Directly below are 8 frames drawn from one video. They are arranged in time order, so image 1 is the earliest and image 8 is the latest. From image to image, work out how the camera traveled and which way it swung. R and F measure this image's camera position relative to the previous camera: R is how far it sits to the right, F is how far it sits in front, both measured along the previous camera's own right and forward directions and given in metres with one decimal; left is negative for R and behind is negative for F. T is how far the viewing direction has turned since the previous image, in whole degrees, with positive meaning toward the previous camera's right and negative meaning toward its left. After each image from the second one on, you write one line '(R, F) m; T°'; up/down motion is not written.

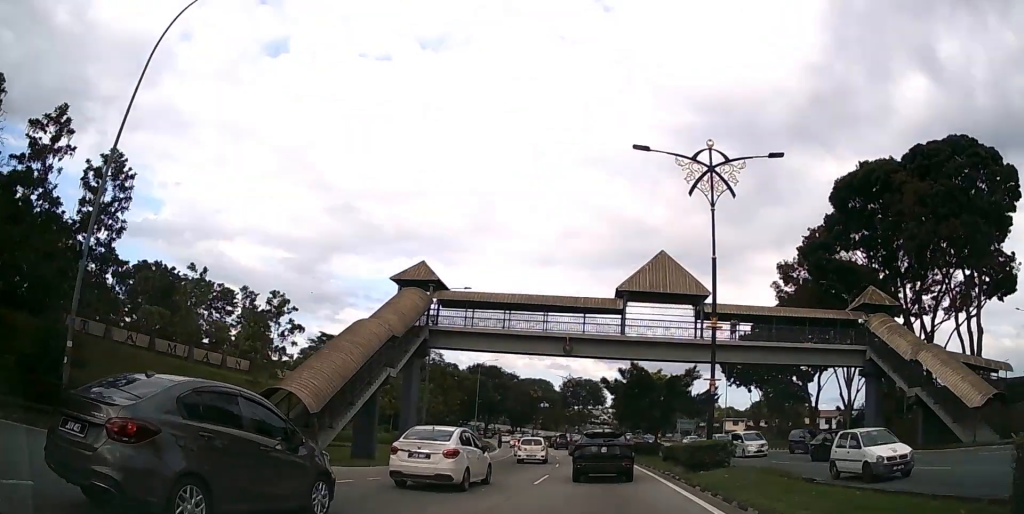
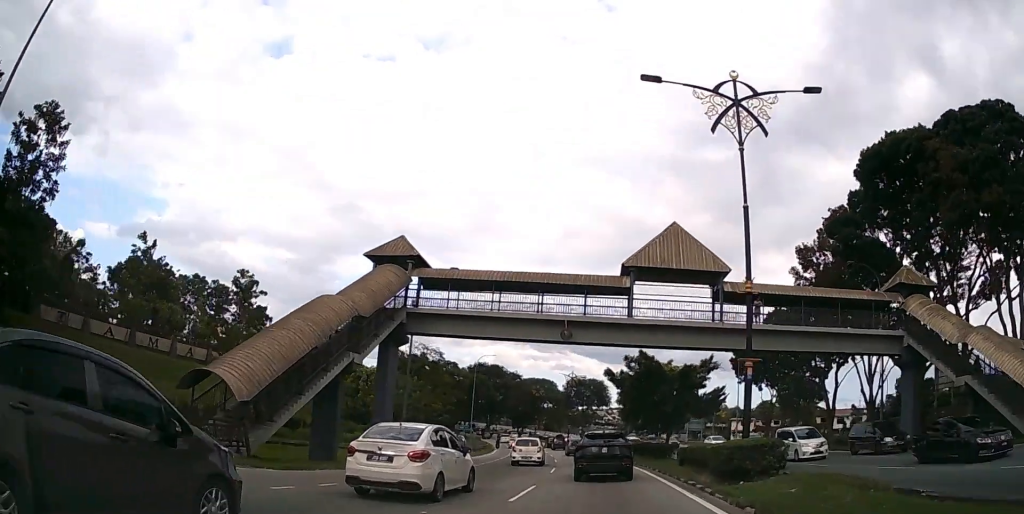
(0.0, +4.4) m; 0°
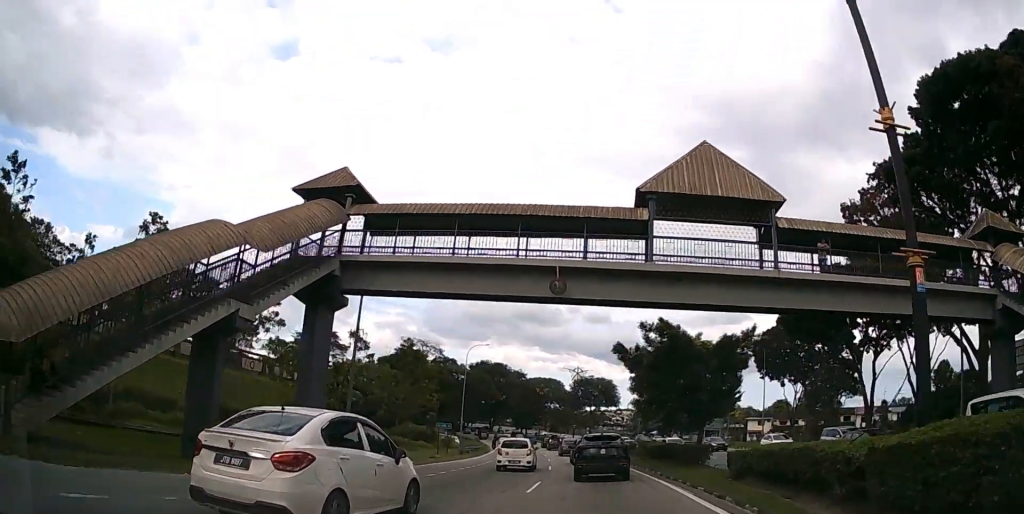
(-0.1, +8.9) m; -1°
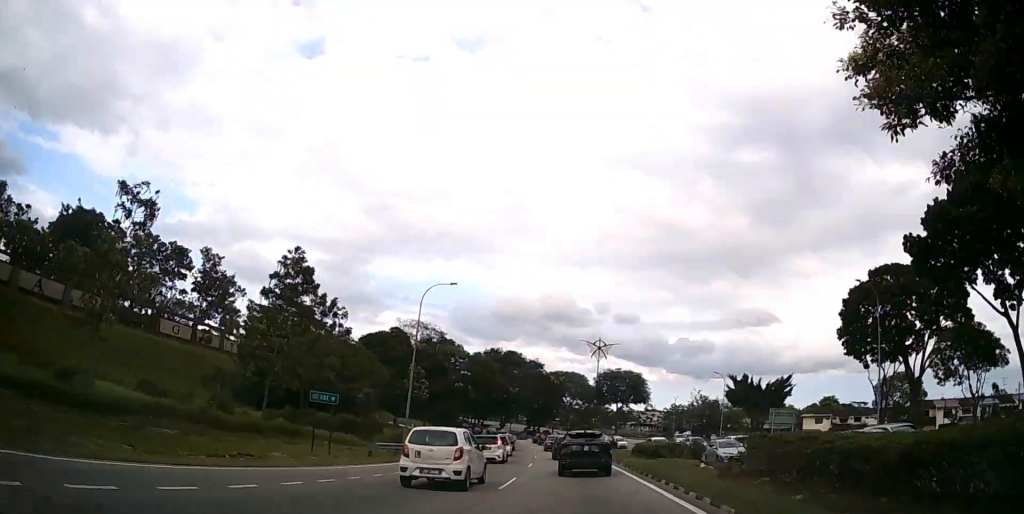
(-0.5, +24.1) m; -2°
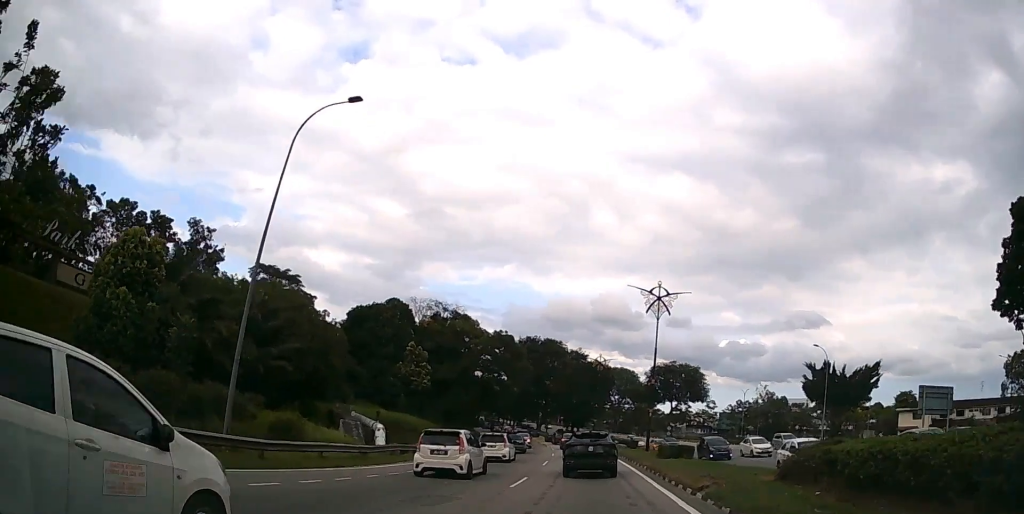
(-0.9, +23.4) m; -5°
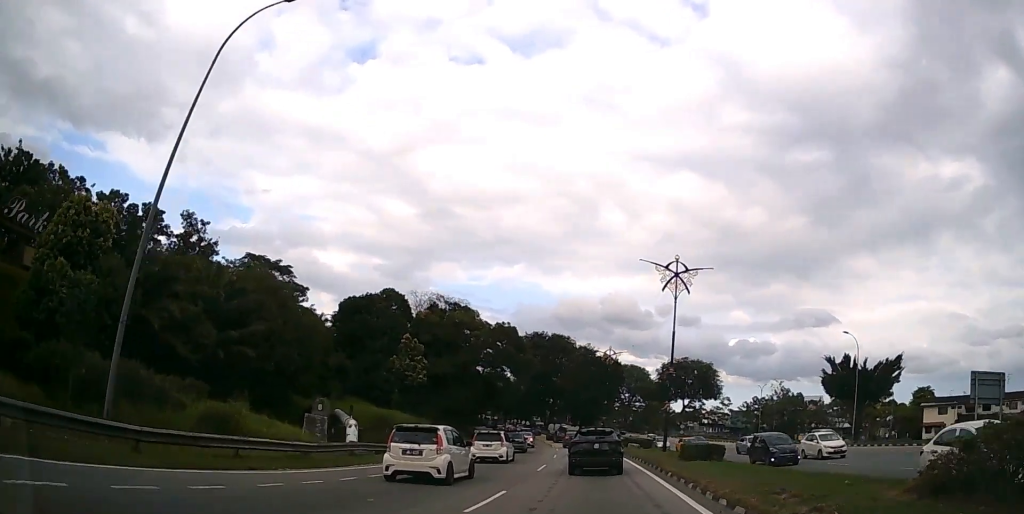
(-0.1, +5.7) m; -1°
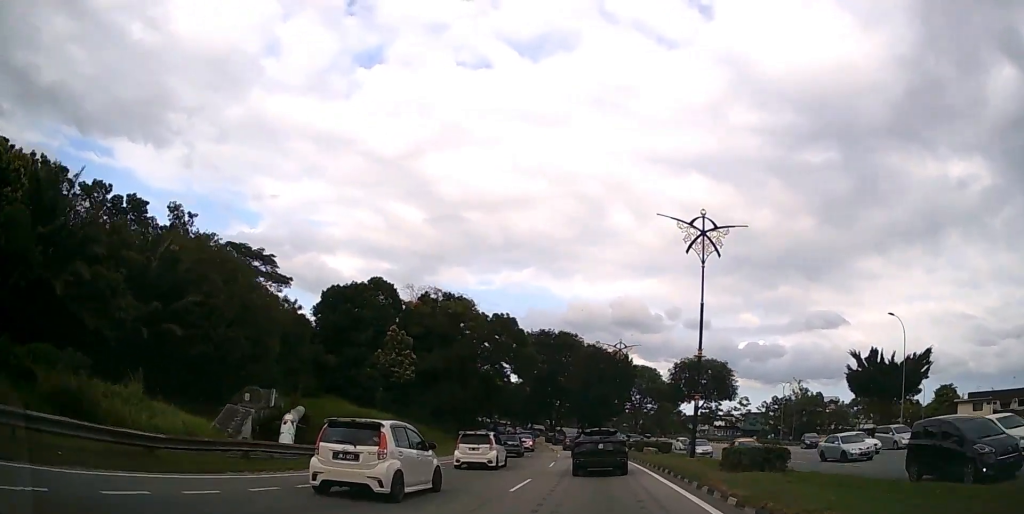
(-0.1, +7.7) m; -1°
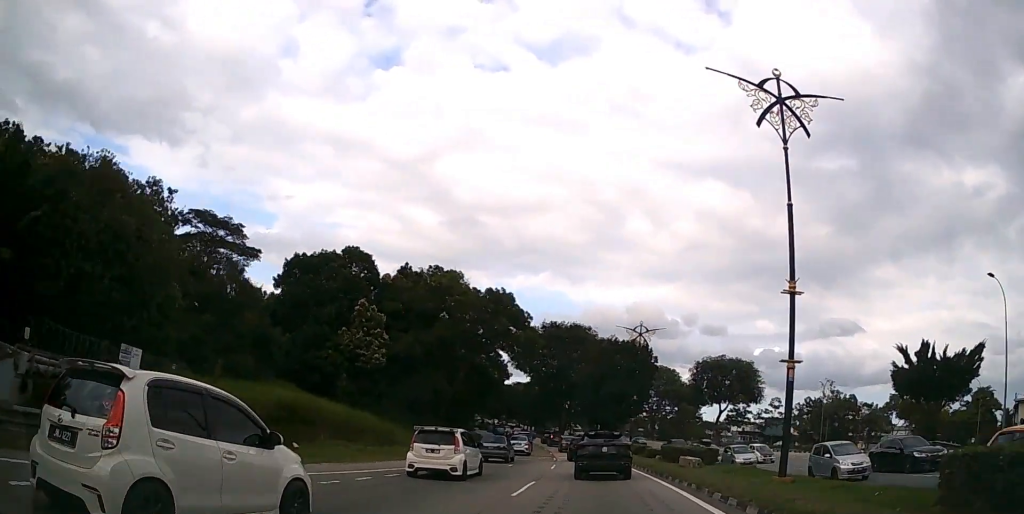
(-0.2, +12.2) m; -2°
